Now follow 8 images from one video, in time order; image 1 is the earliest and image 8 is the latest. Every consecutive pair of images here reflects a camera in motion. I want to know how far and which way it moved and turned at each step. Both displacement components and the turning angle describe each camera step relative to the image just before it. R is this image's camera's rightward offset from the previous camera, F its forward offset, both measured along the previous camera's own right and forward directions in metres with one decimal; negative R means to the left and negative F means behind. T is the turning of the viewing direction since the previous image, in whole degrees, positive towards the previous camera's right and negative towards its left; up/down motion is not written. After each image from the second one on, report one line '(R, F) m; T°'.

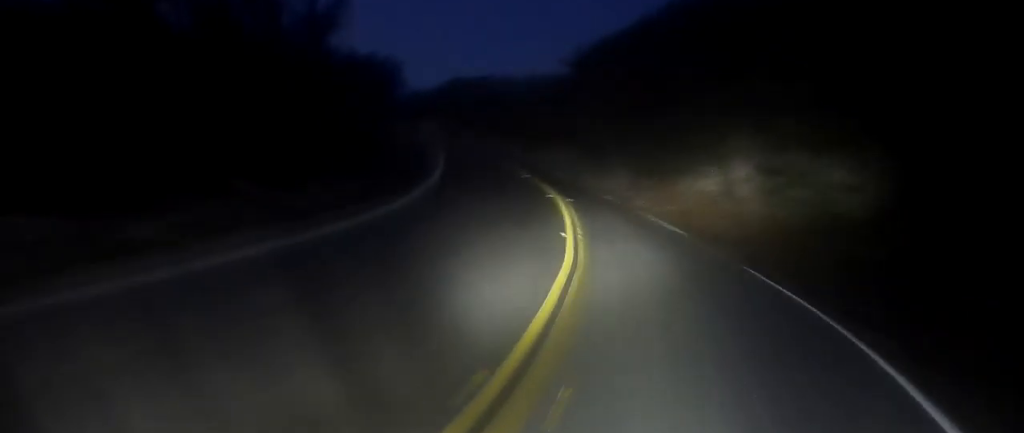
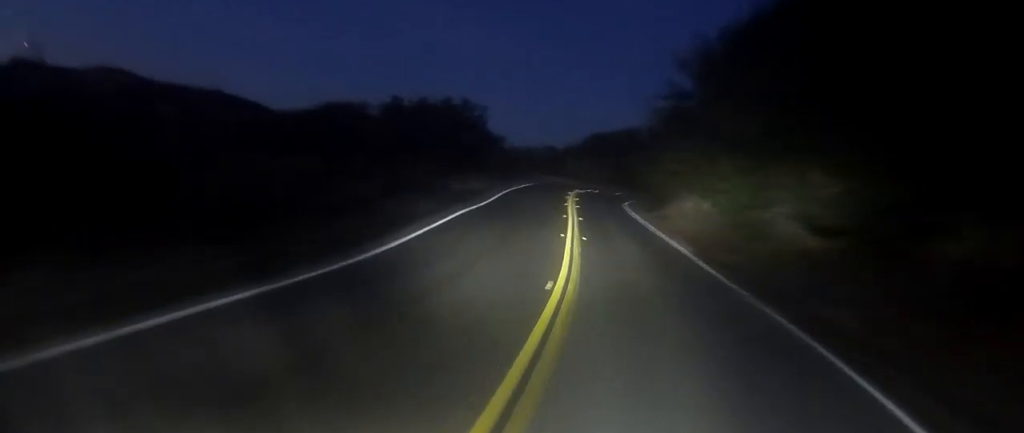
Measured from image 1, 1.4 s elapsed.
(-4.2, +15.9) m; -21°
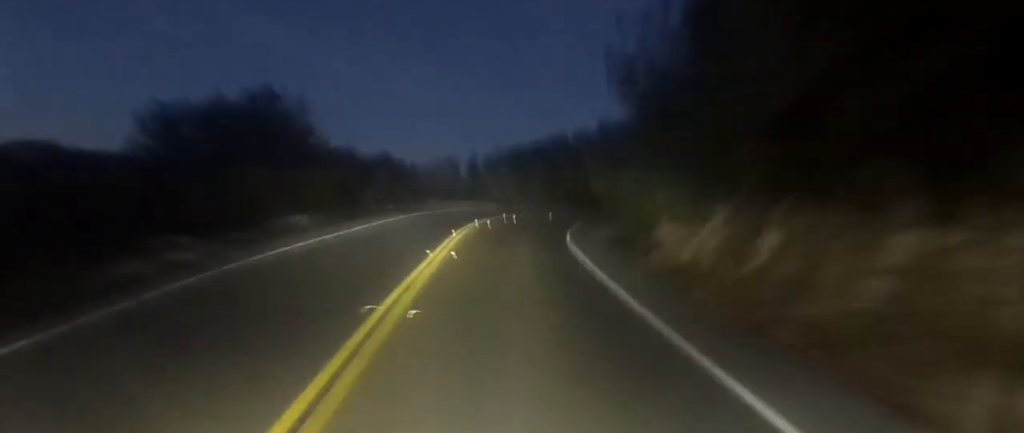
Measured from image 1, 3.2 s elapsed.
(-2.5, +23.9) m; -6°
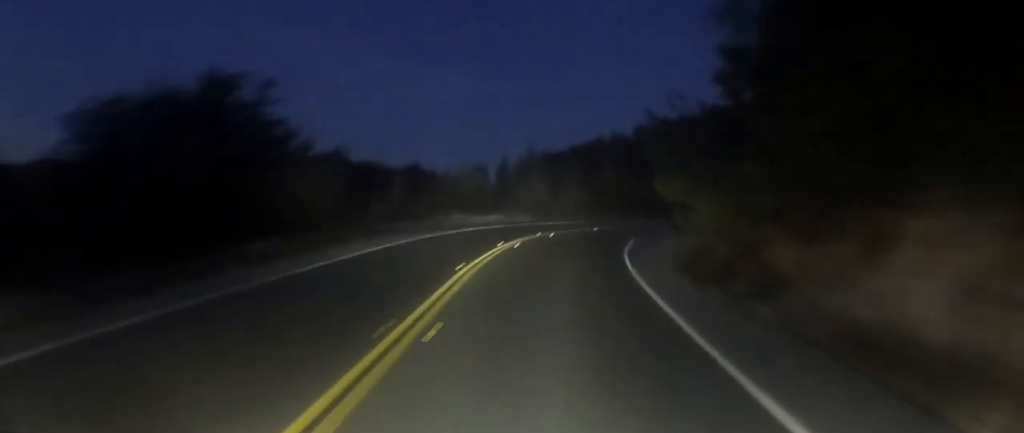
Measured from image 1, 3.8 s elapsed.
(+0.1, +7.6) m; +4°
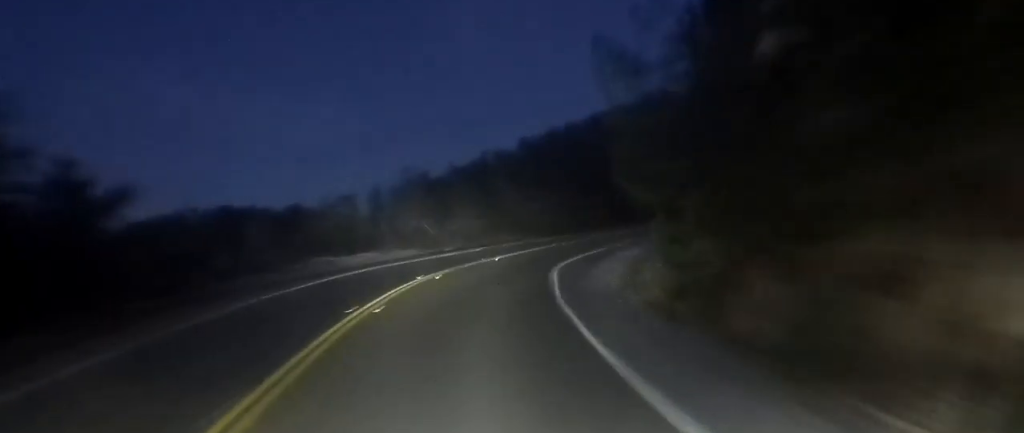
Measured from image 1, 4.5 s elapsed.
(+0.5, +8.7) m; +7°
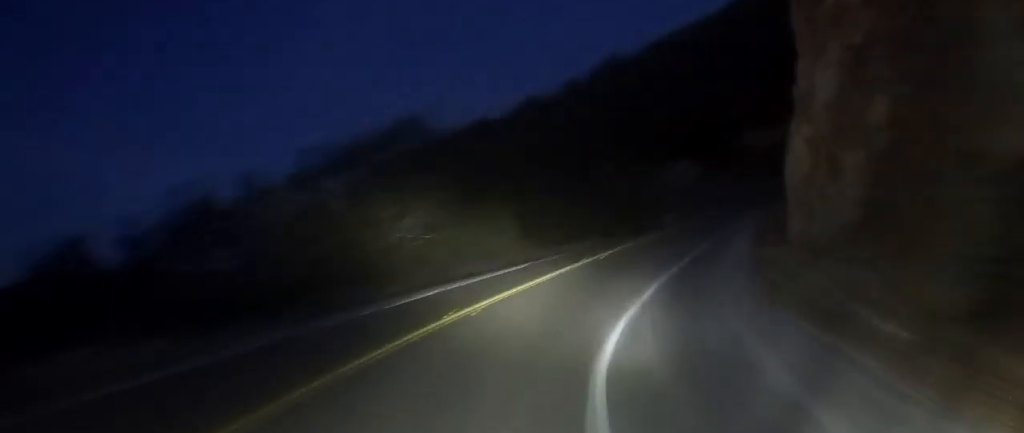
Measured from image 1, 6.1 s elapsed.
(+3.0, +18.9) m; +20°
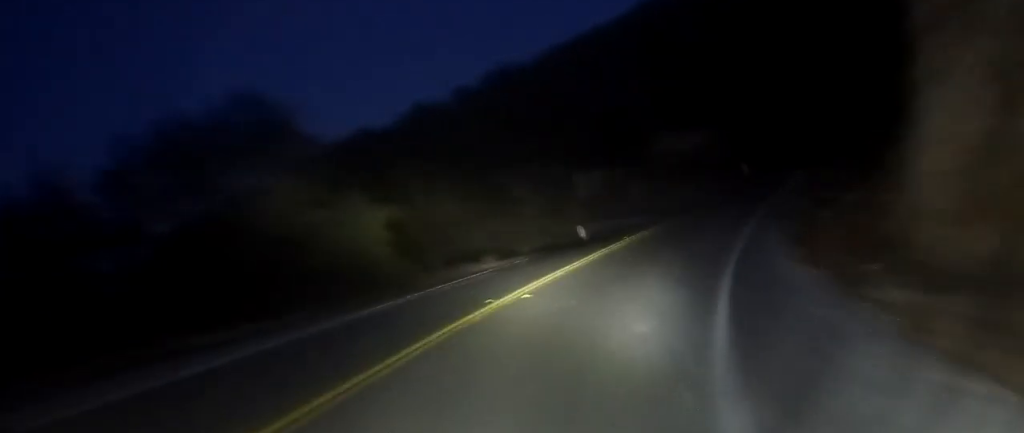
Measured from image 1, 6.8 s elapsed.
(+0.7, +8.0) m; +8°
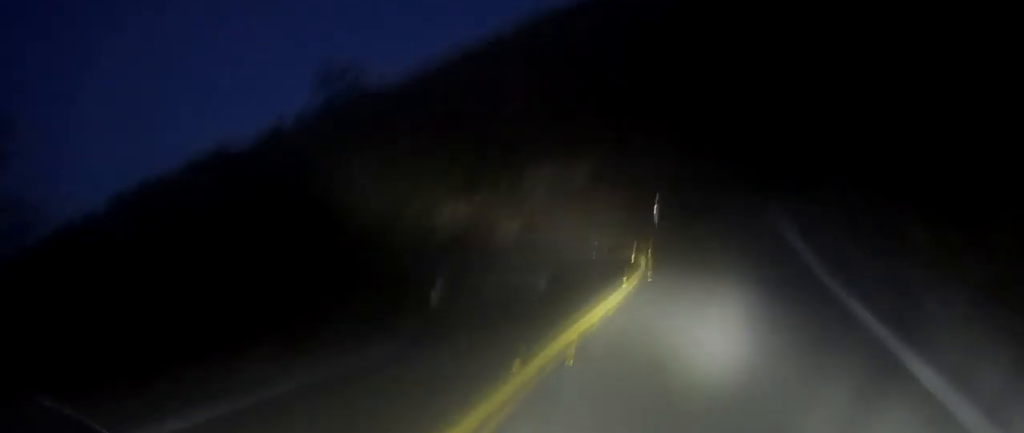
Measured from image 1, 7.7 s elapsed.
(+1.1, +10.1) m; +10°
